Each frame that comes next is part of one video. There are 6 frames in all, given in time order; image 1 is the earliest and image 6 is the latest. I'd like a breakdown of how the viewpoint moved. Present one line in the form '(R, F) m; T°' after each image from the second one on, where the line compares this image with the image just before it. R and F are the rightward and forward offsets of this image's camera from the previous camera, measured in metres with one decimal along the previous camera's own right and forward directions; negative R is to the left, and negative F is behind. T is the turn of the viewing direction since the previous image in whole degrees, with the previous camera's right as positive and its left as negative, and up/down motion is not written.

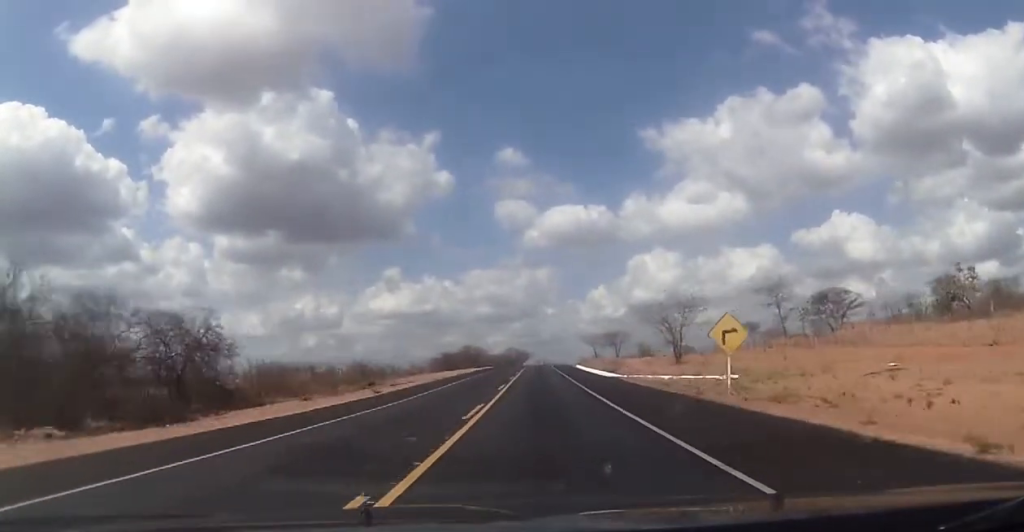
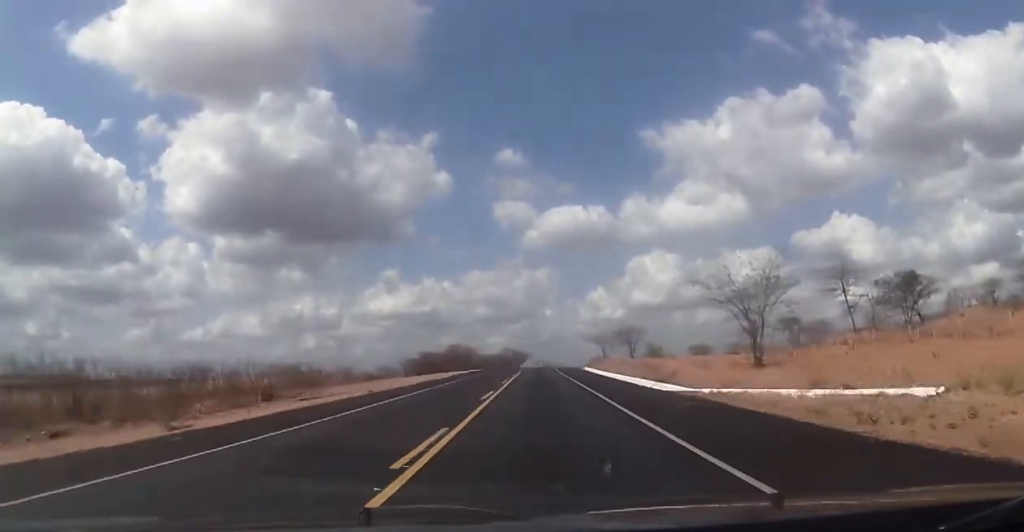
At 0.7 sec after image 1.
(+0.3, +22.2) m; 0°
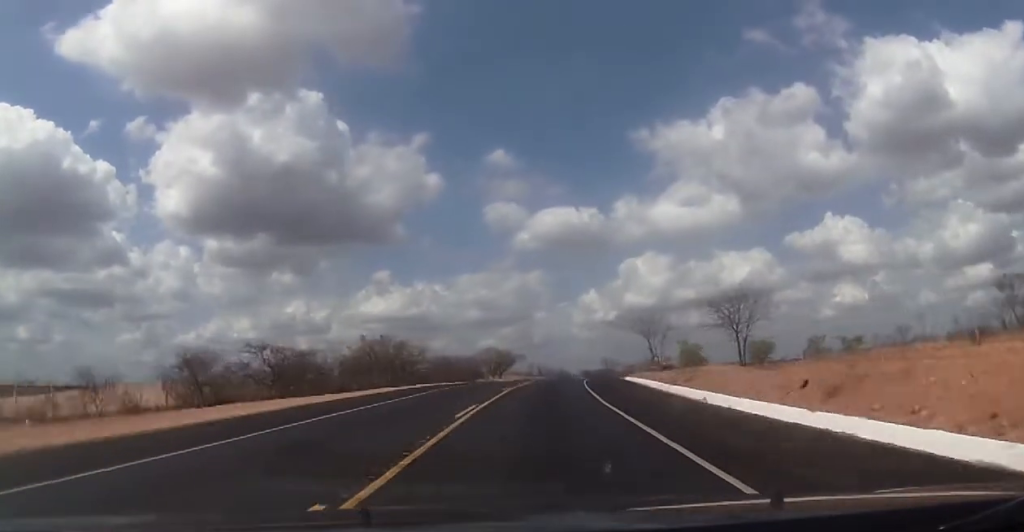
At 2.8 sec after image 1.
(-0.4, +62.6) m; 0°
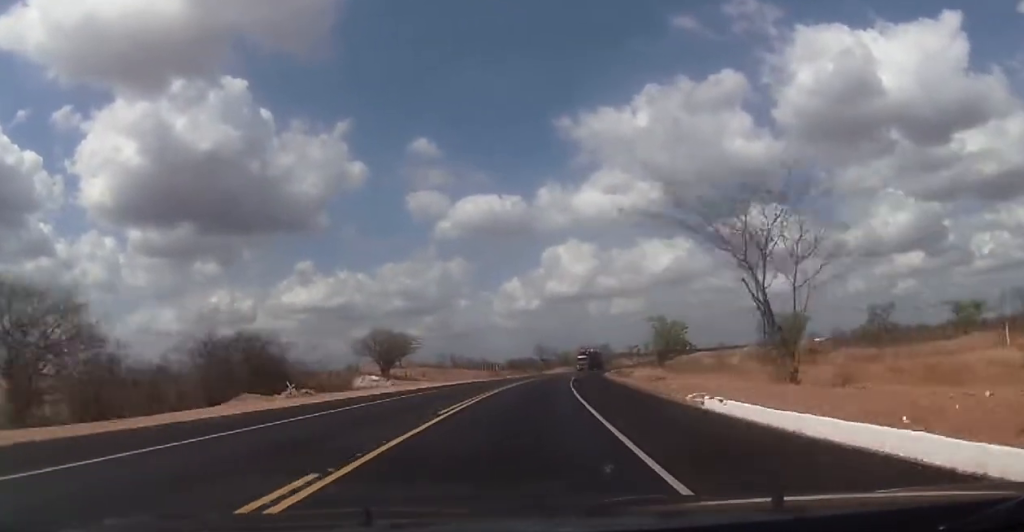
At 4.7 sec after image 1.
(+0.5, +53.7) m; +3°
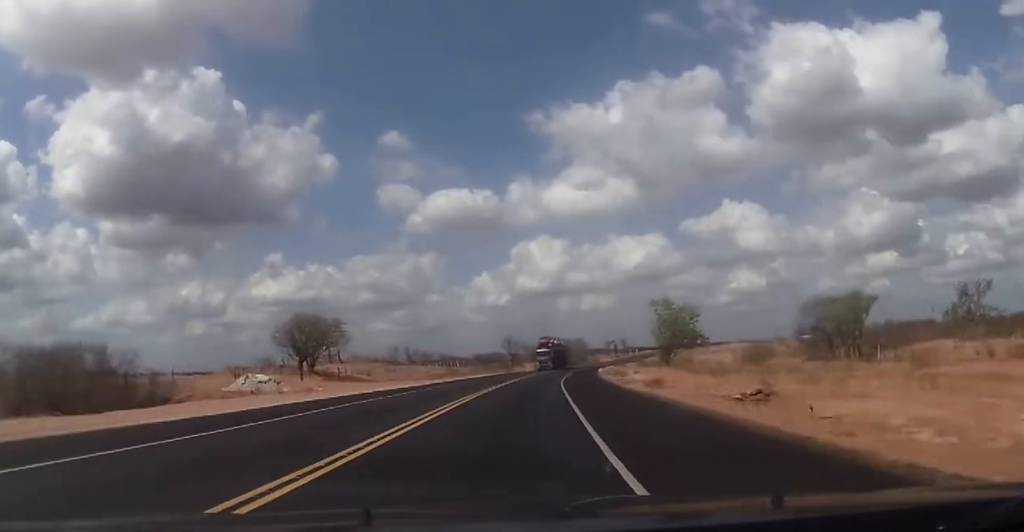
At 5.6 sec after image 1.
(+1.0, +27.0) m; +3°
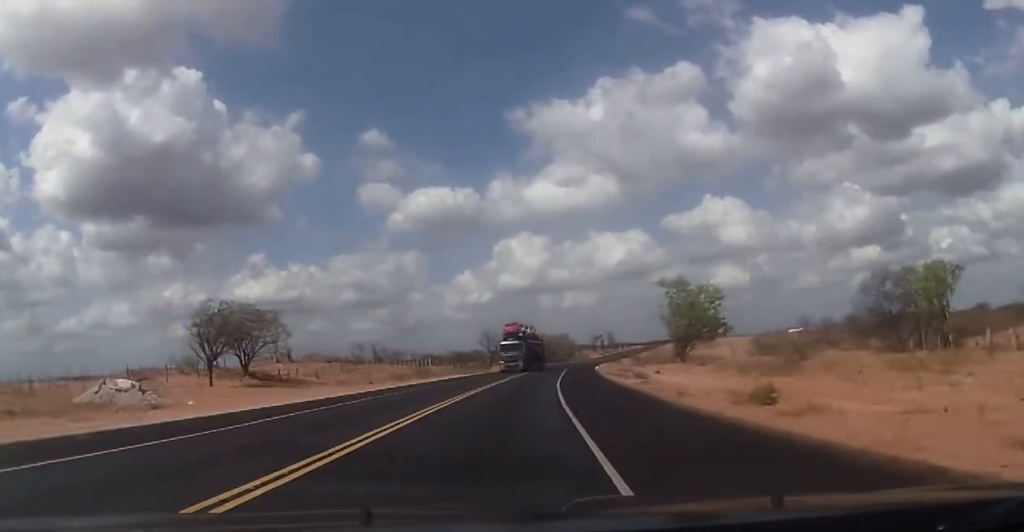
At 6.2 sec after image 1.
(+0.3, +18.3) m; +2°
